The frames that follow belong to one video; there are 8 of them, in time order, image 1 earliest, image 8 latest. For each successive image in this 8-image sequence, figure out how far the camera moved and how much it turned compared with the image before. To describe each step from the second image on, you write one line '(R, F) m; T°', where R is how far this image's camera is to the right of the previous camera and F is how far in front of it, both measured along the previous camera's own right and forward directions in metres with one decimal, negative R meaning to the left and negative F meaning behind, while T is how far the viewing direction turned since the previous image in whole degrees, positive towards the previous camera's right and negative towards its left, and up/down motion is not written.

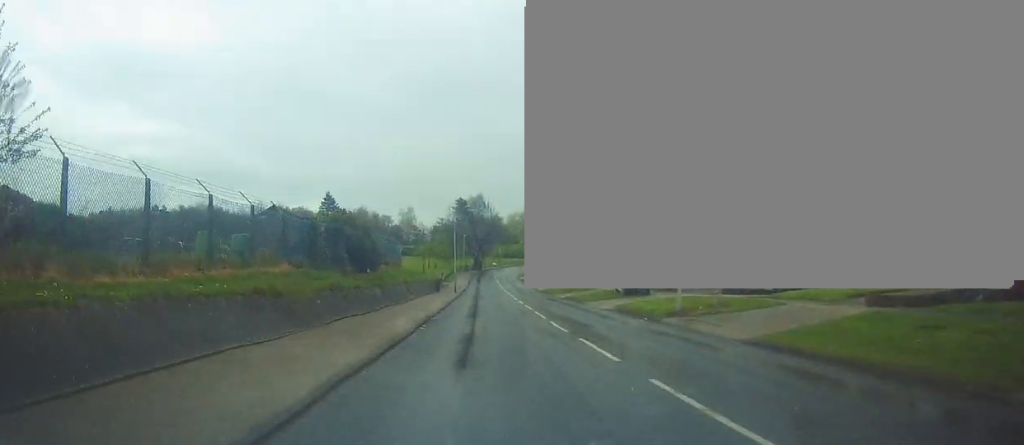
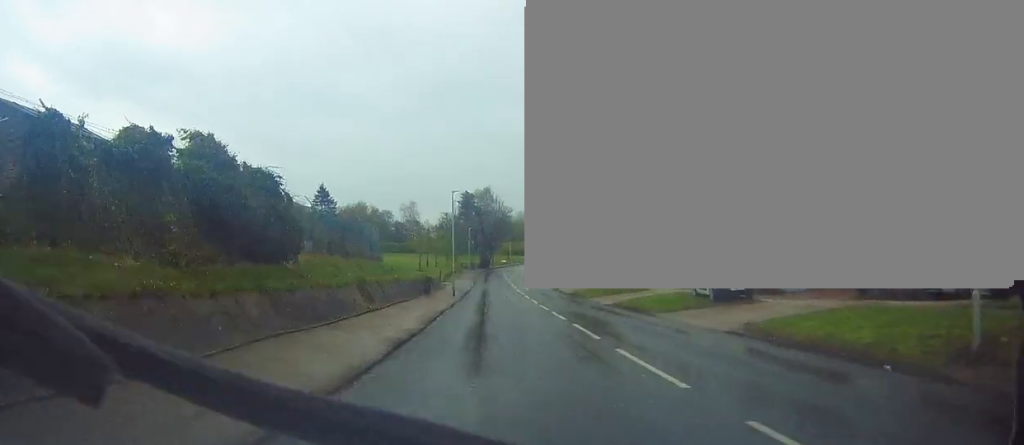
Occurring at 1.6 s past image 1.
(-0.2, +14.9) m; -3°
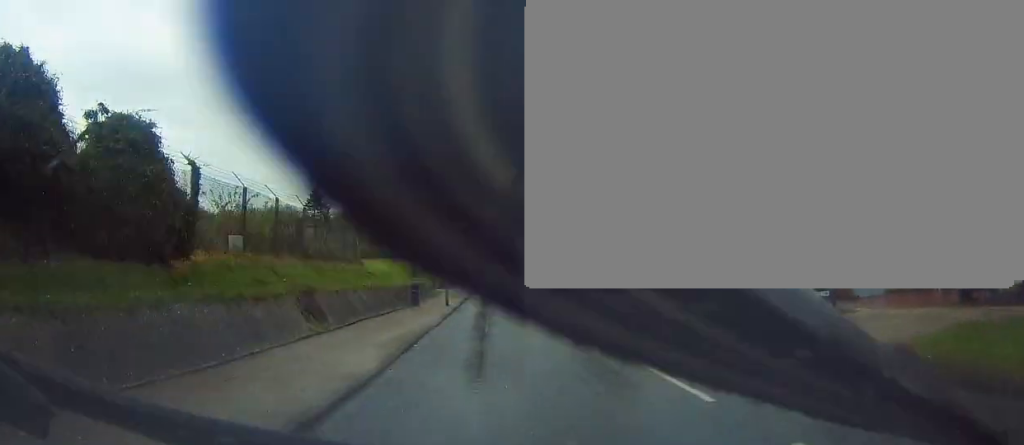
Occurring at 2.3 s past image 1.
(0.0, +6.9) m; 0°
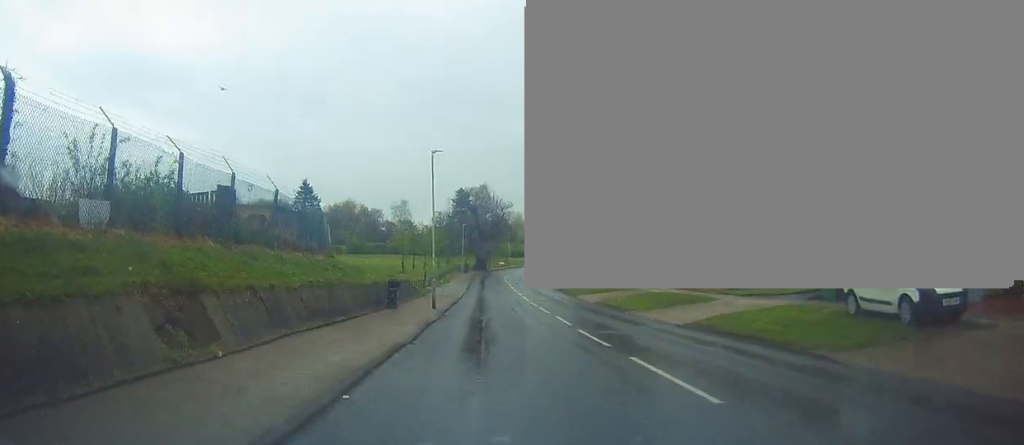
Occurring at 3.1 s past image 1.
(0.0, +6.5) m; +2°
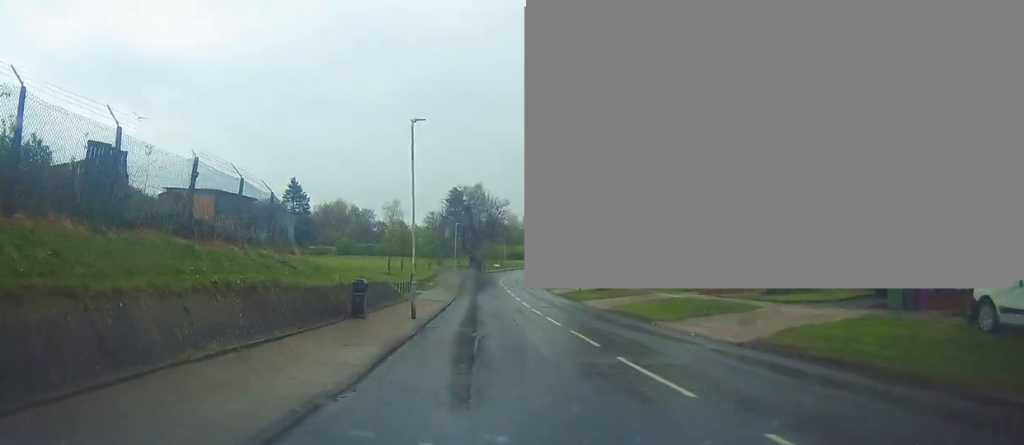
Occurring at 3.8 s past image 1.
(0.0, +5.6) m; +2°
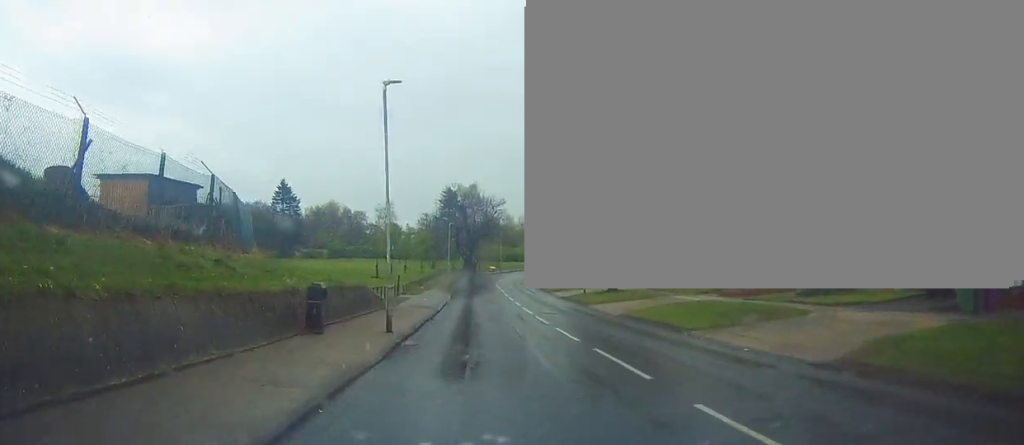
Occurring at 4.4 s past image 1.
(+0.3, +4.4) m; 0°
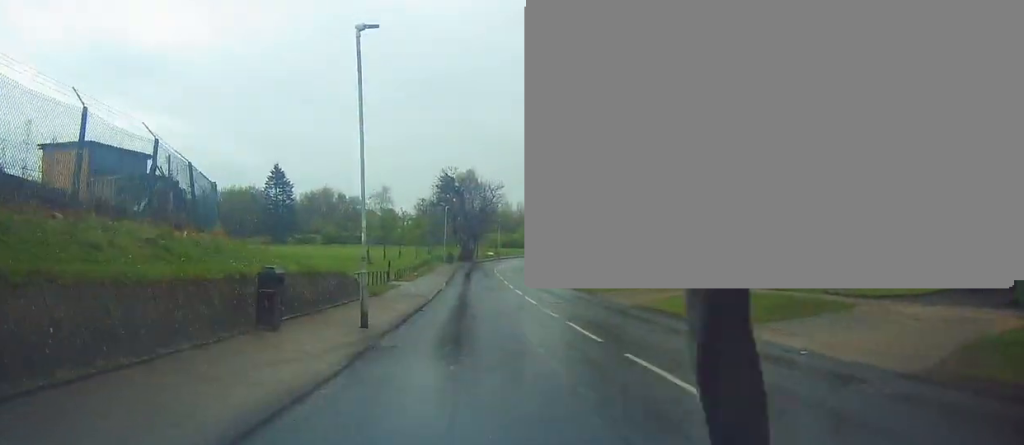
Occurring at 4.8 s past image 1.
(0.0, +3.1) m; -1°
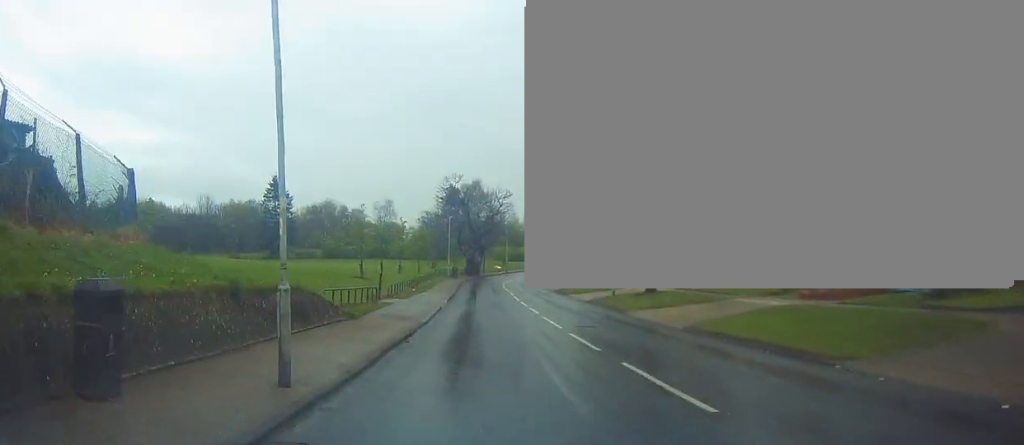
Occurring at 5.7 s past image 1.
(-0.3, +5.8) m; -3°
